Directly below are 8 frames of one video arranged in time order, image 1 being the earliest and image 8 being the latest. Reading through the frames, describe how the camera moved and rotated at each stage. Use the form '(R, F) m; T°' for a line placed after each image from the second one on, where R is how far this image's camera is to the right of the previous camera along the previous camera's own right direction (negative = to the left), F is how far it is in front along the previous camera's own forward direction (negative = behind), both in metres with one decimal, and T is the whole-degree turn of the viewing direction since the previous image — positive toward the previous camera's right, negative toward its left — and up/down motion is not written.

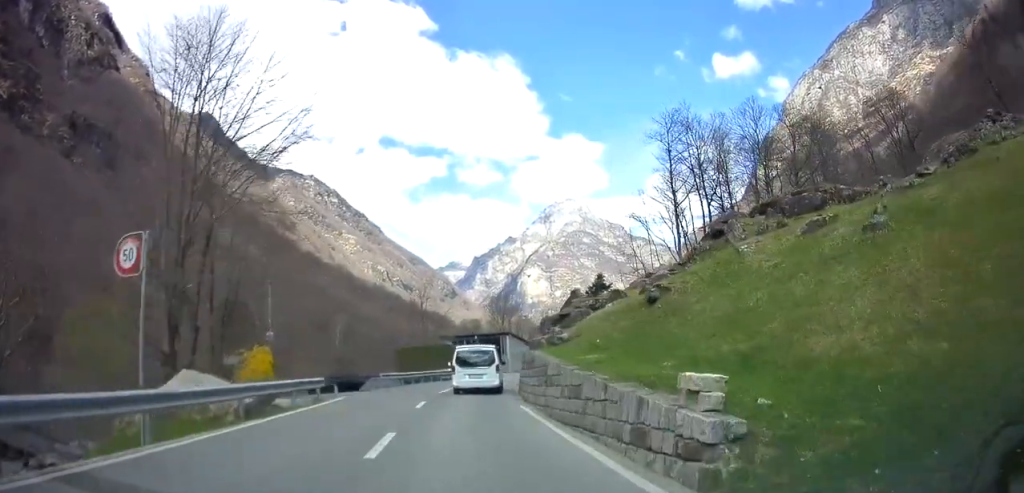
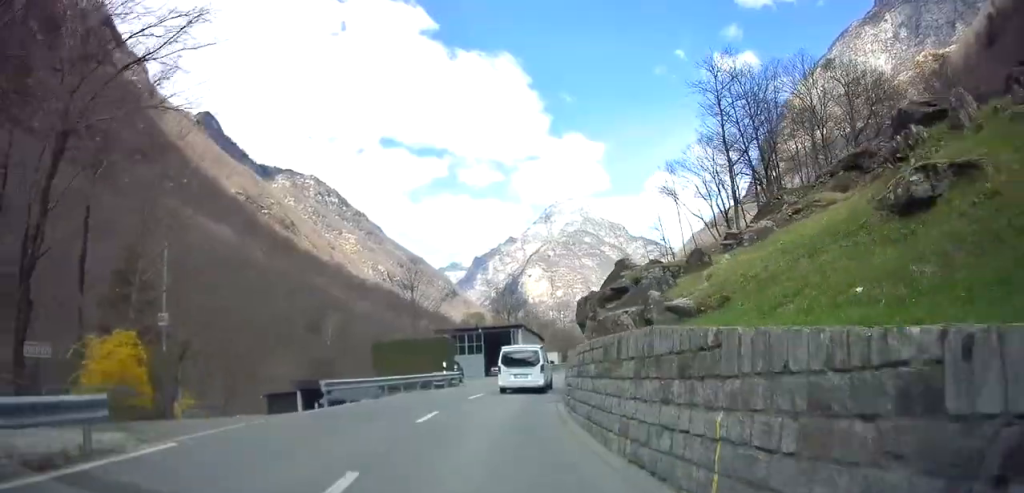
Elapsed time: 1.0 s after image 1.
(-0.2, +12.6) m; 0°
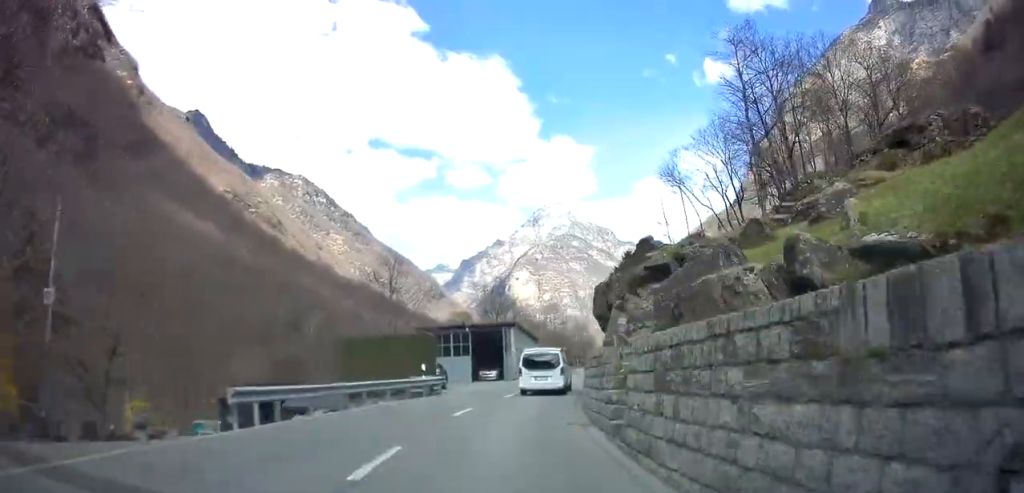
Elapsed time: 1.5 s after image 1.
(+0.1, +6.2) m; +2°
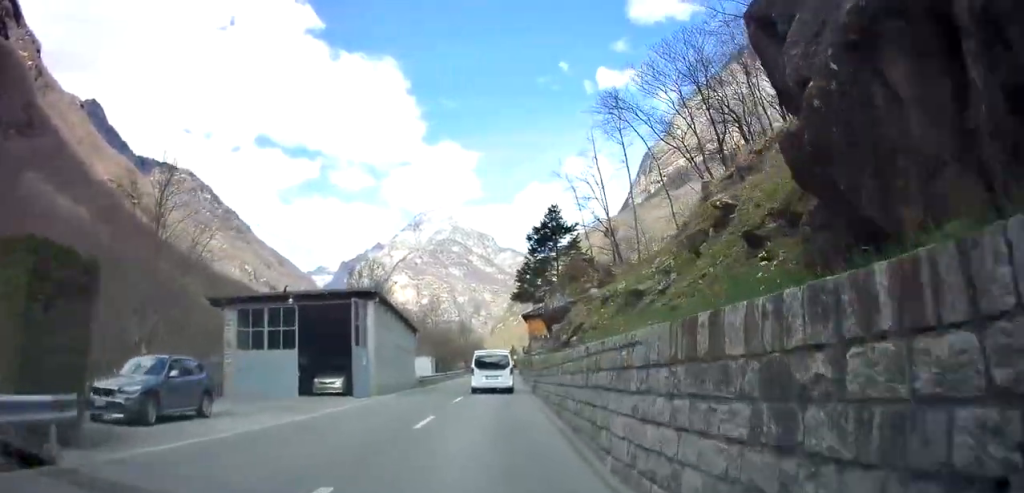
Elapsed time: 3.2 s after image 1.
(+1.4, +20.5) m; +8°
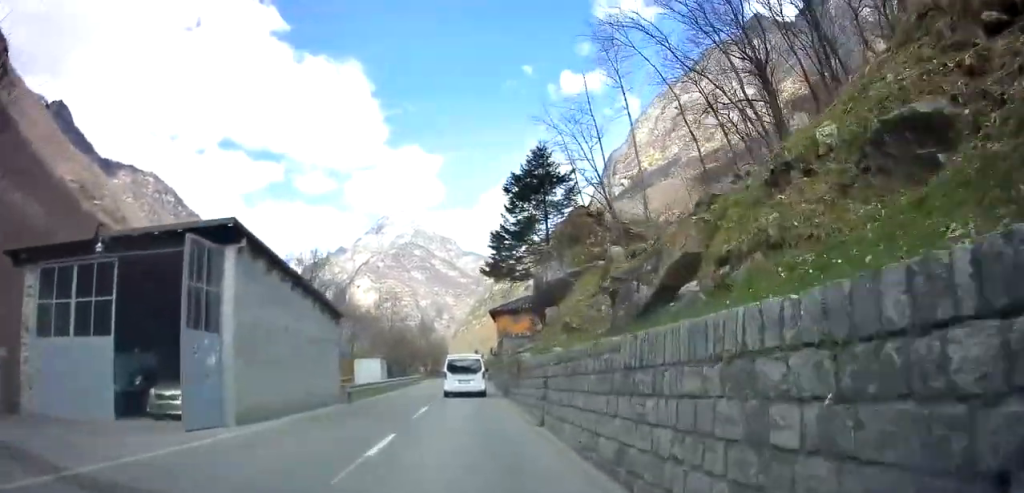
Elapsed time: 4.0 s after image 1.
(+0.3, +11.1) m; +4°
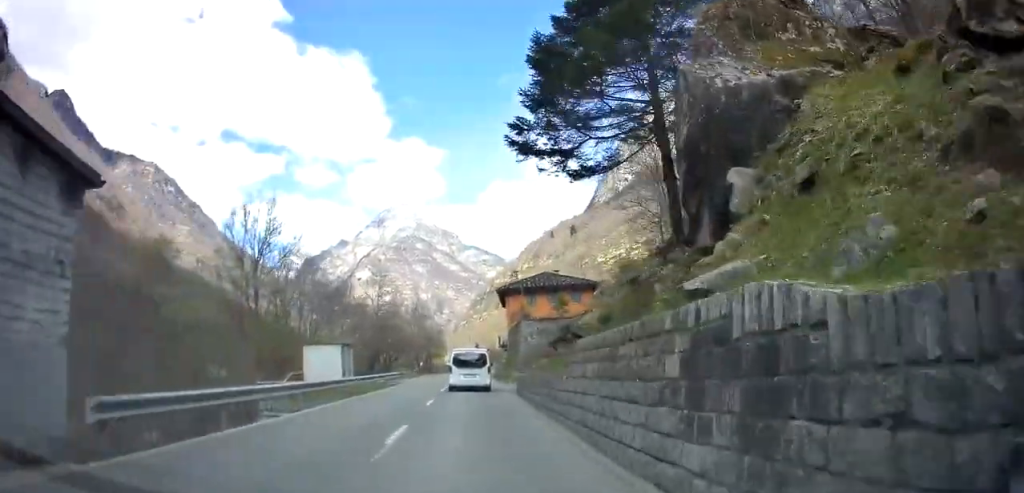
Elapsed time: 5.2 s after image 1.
(+0.7, +16.4) m; +3°
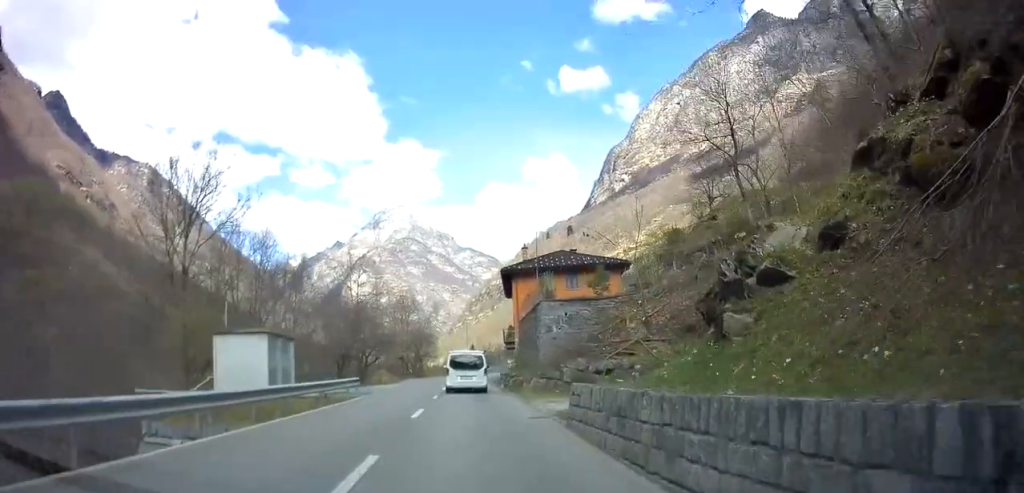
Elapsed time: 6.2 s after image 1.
(+0.2, +12.9) m; 0°
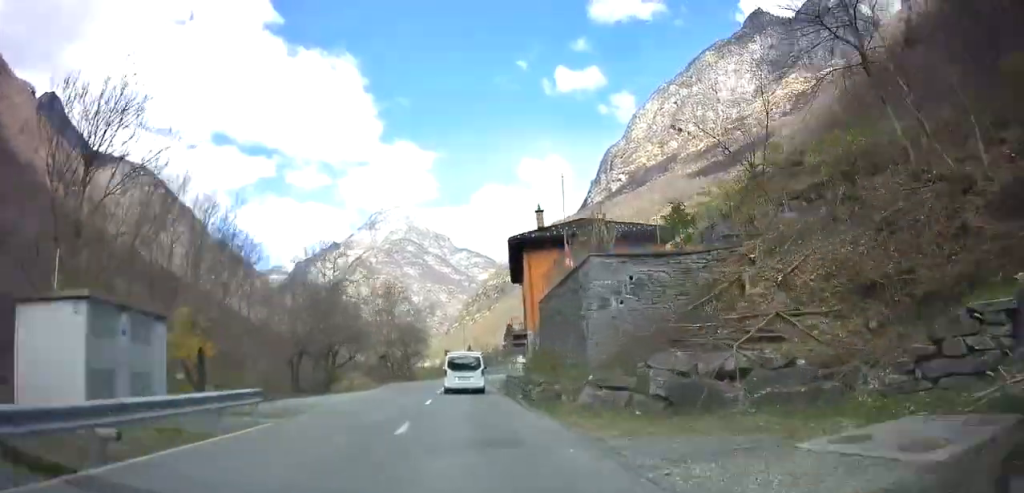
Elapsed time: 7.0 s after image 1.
(-0.1, +11.9) m; -1°
